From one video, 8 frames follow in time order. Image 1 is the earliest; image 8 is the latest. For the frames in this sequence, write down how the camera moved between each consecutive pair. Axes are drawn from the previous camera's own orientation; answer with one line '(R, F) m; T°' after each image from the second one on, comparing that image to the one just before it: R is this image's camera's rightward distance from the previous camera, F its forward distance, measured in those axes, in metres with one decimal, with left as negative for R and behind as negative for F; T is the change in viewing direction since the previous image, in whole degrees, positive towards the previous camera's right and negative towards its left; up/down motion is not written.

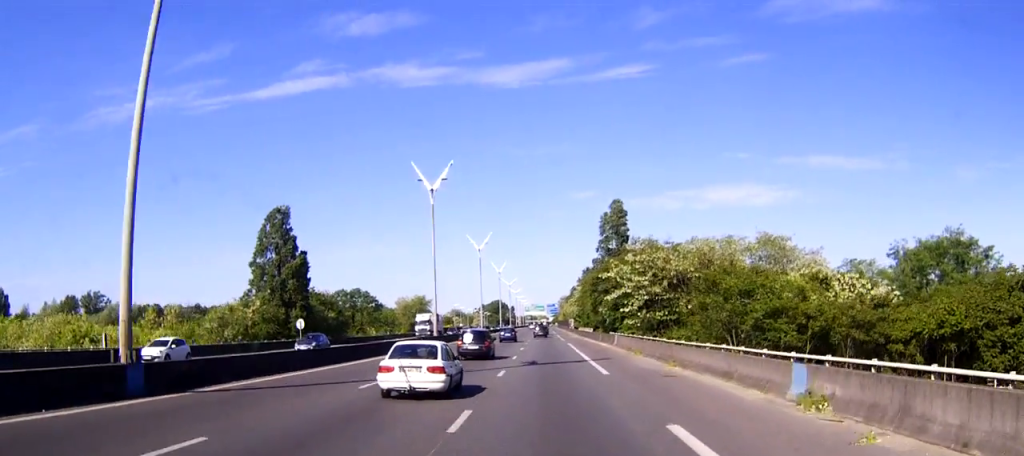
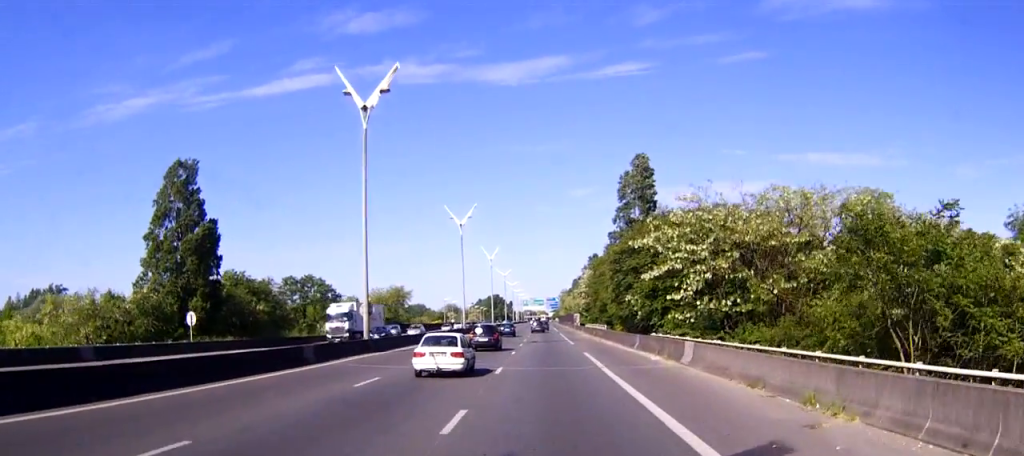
(+0.1, +26.4) m; 0°
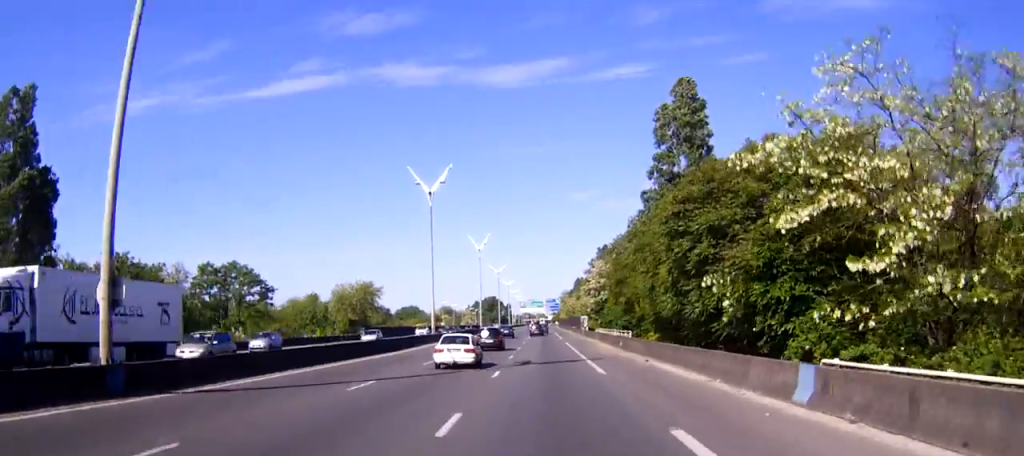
(0.0, +26.2) m; 0°
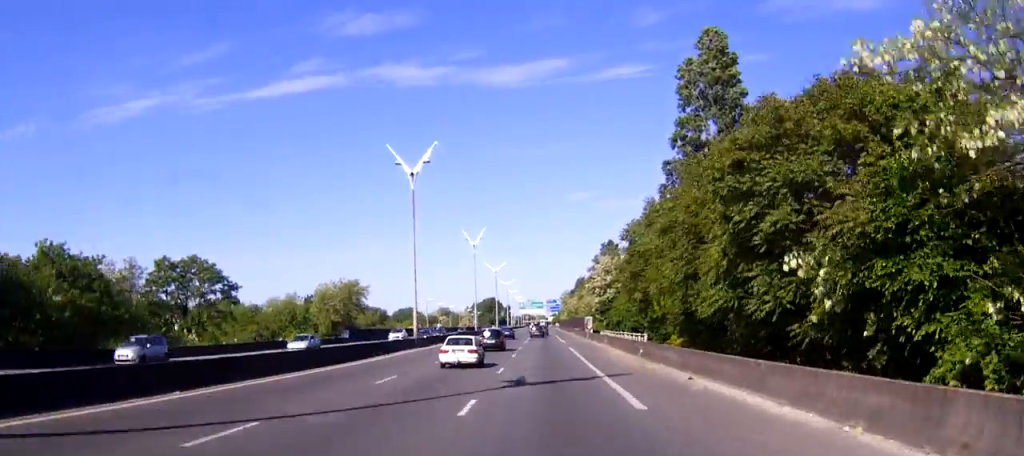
(0.0, +9.7) m; 0°
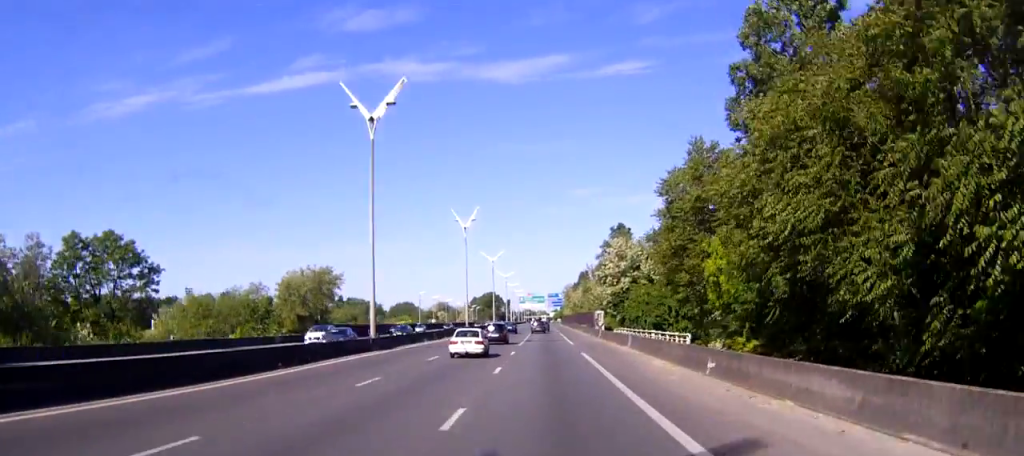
(0.0, +15.5) m; 0°
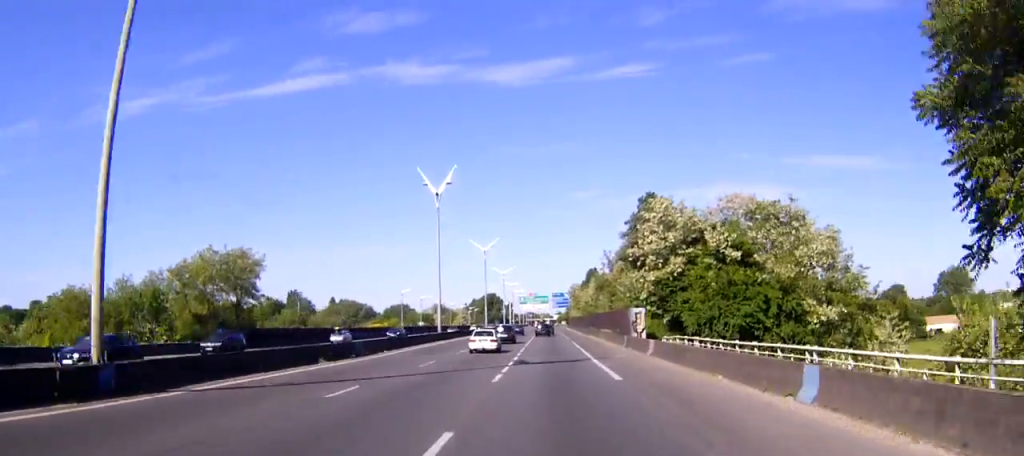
(0.0, +29.2) m; 0°
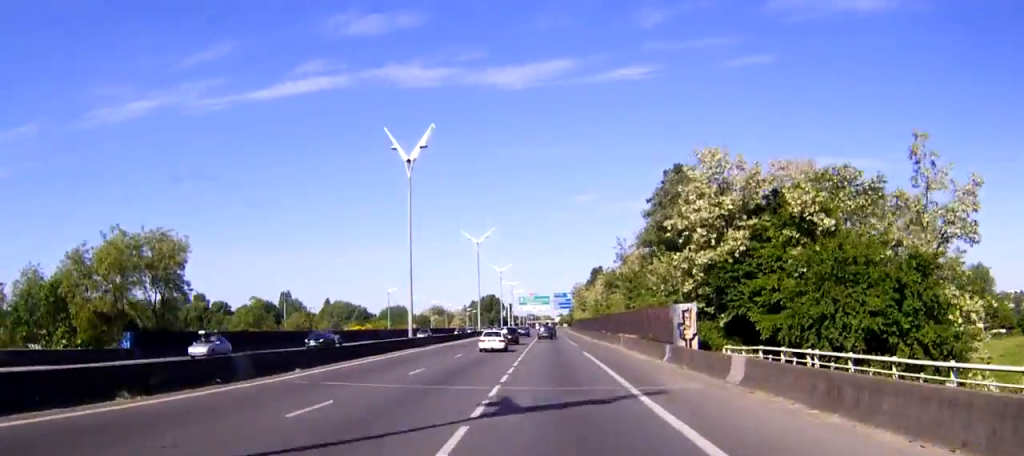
(0.0, +16.0) m; 0°
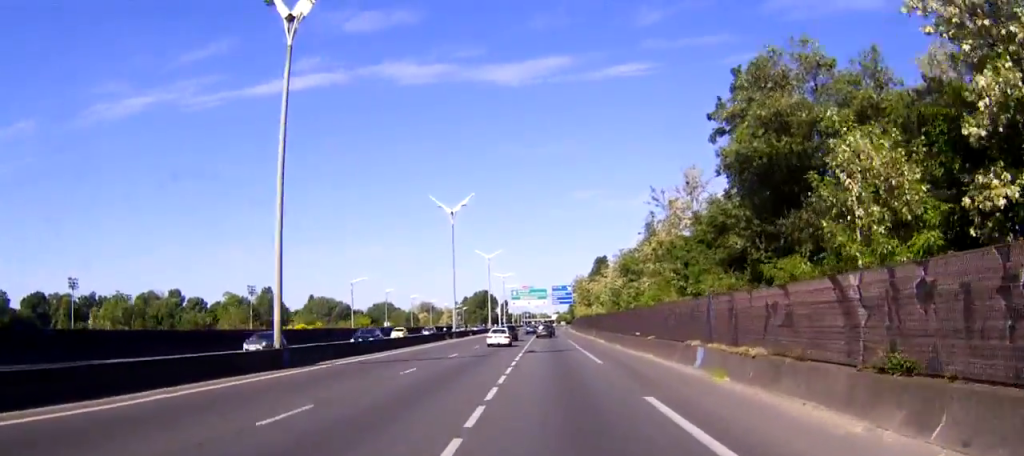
(+0.1, +27.5) m; +1°
